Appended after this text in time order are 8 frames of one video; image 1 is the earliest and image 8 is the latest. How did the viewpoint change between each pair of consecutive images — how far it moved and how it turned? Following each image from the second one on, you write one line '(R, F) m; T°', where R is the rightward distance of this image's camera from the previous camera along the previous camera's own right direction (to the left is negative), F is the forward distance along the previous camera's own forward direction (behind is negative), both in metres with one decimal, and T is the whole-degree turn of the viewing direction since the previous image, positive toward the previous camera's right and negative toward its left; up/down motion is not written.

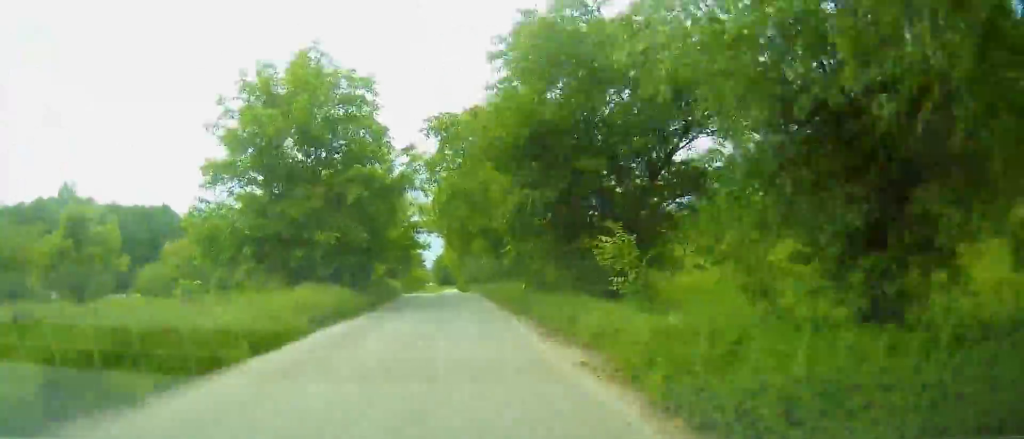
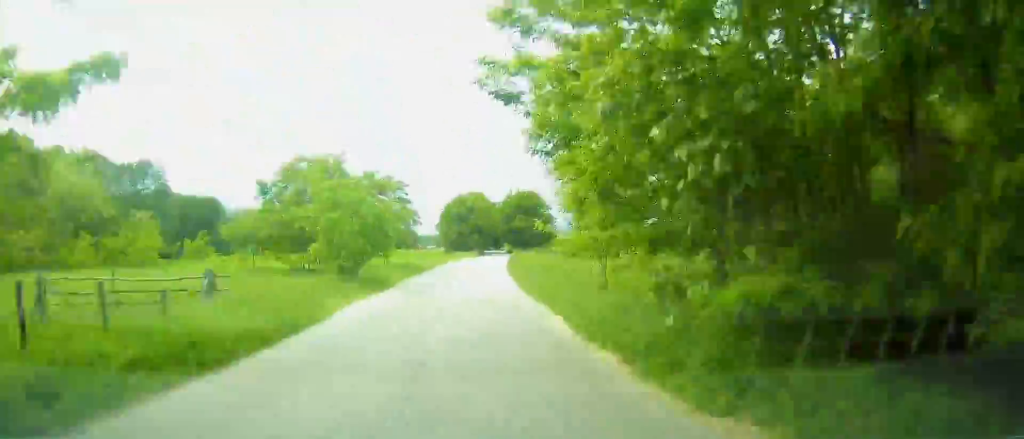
(-0.5, +68.9) m; +1°
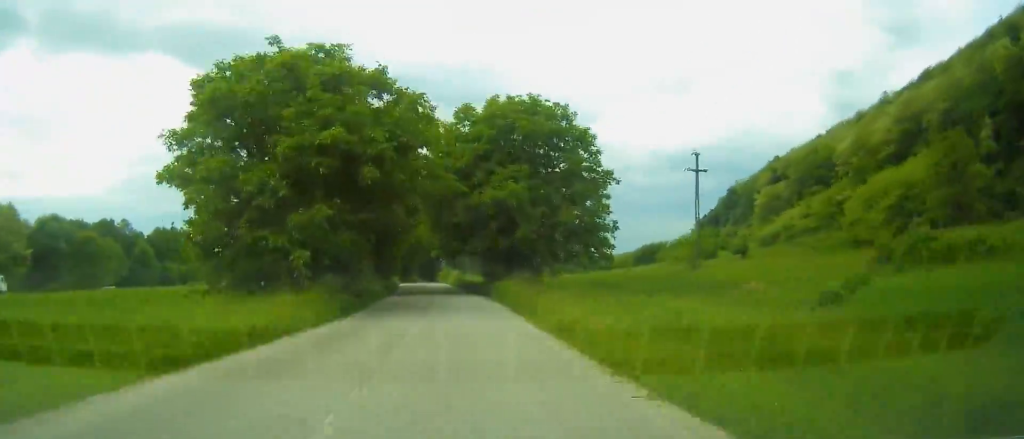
(+2.7, +84.3) m; +2°
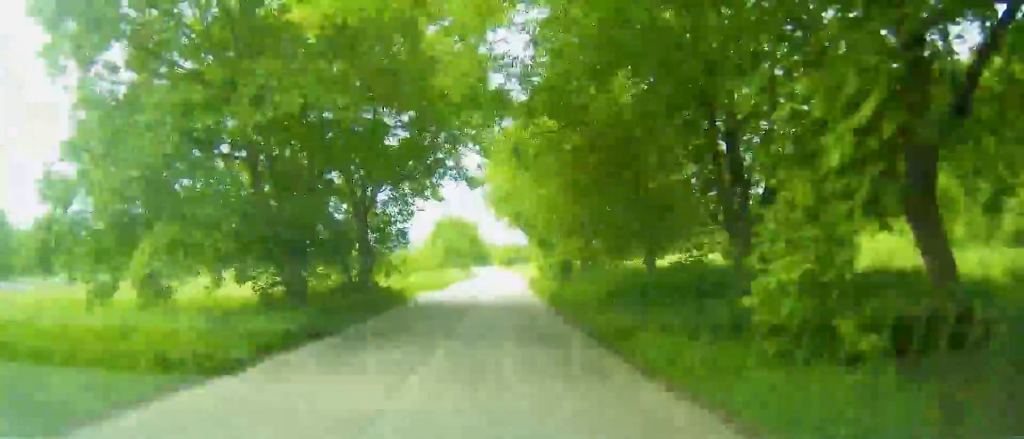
(+2.6, +96.9) m; +6°
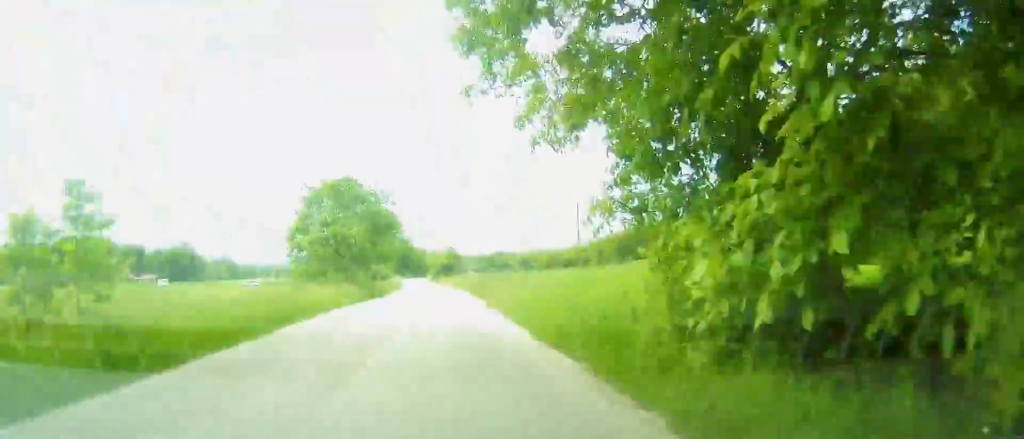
(+1.3, +35.6) m; +1°
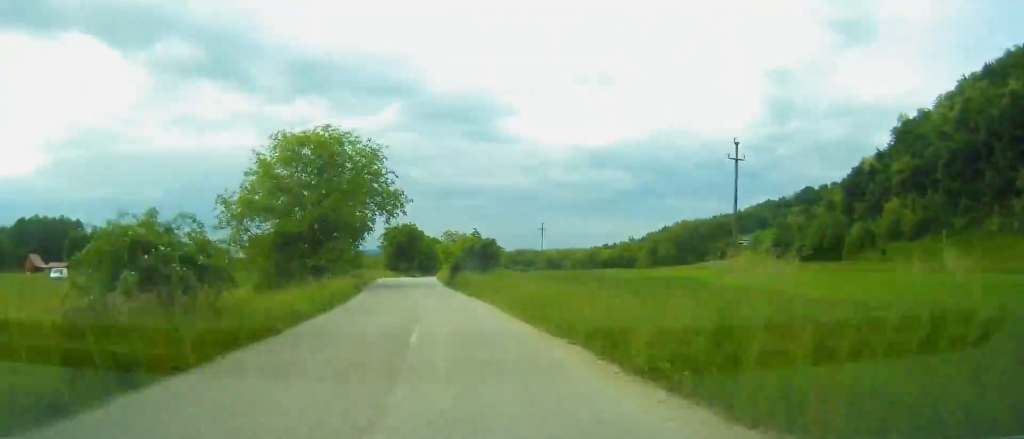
(+0.1, +47.8) m; 0°
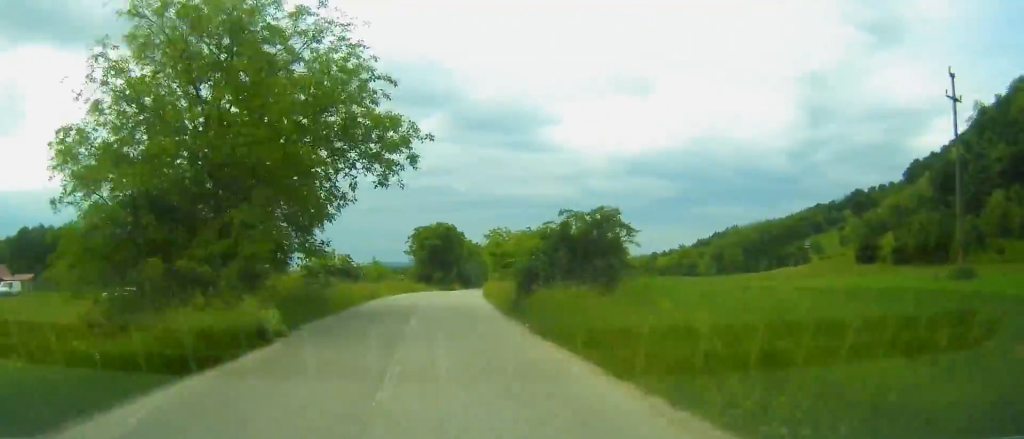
(-0.6, +22.0) m; 0°
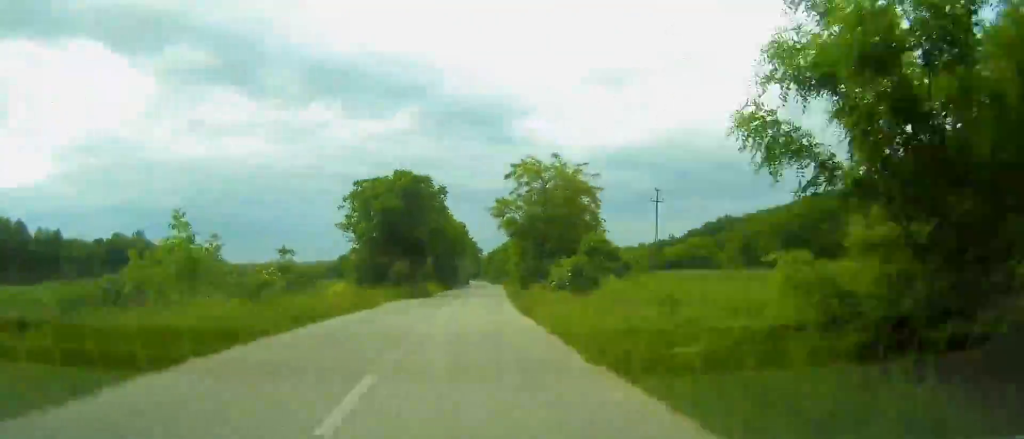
(+0.9, +36.9) m; +2°
